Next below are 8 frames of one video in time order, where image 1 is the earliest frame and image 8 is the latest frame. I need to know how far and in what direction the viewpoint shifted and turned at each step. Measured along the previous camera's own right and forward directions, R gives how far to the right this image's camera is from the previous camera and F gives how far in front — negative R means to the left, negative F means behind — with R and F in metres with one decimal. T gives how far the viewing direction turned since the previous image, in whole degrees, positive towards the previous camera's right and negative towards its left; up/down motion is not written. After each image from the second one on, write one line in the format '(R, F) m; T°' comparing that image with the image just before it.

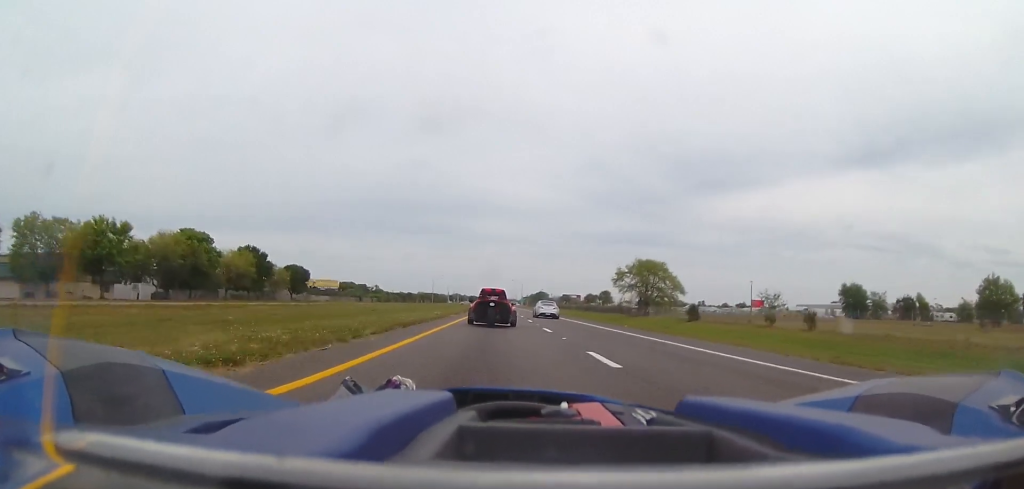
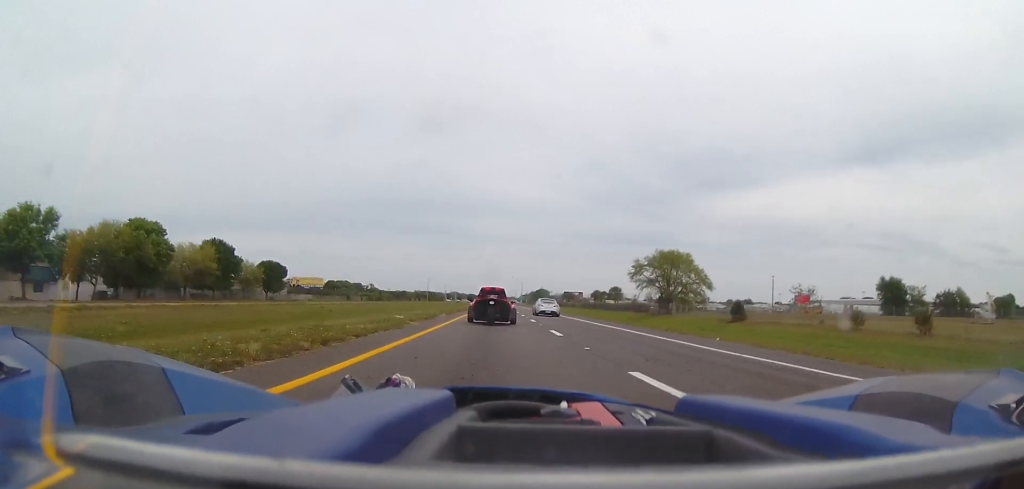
(-0.2, +16.4) m; 0°
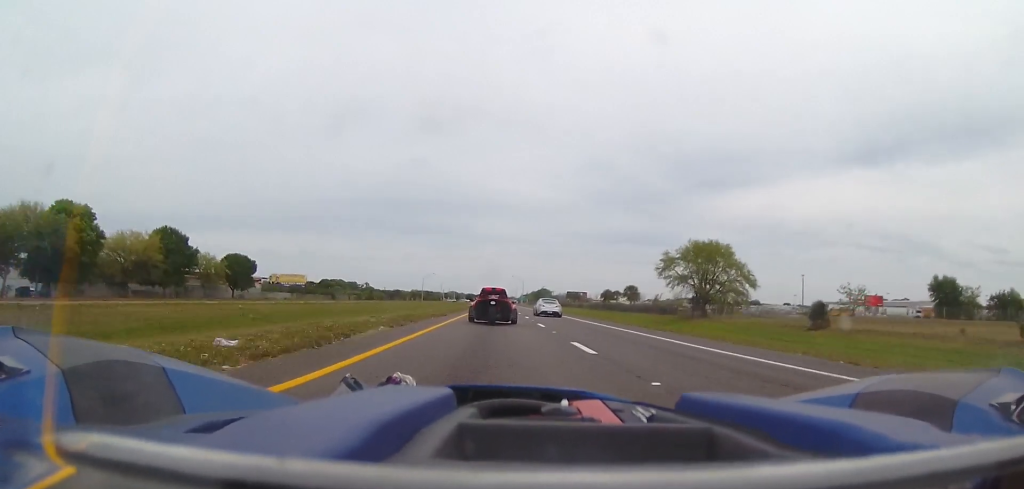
(-0.2, +18.4) m; 0°
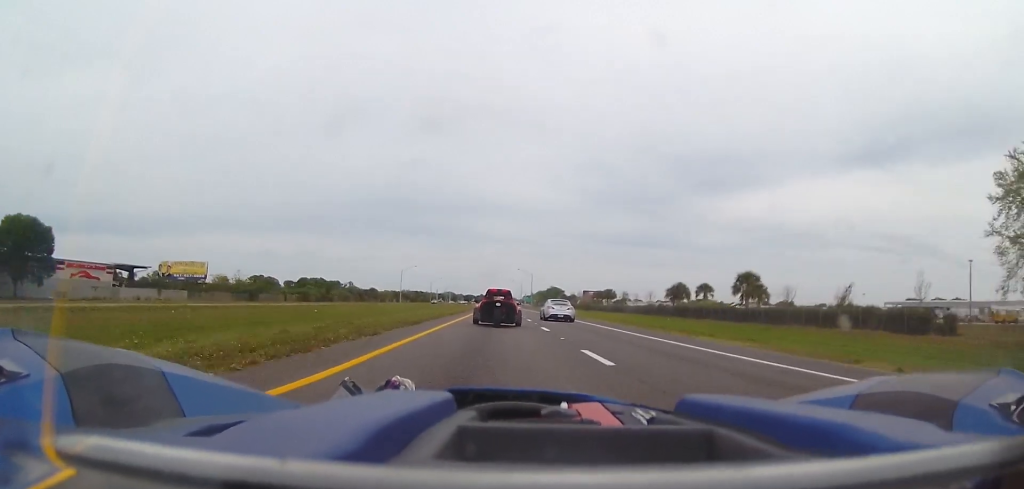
(0.0, +63.9) m; 0°
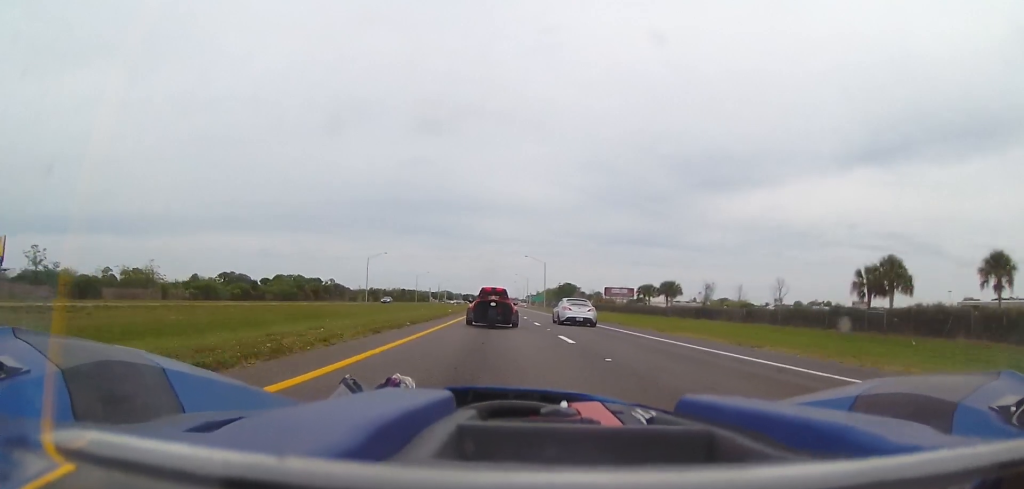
(0.0, +56.2) m; 0°
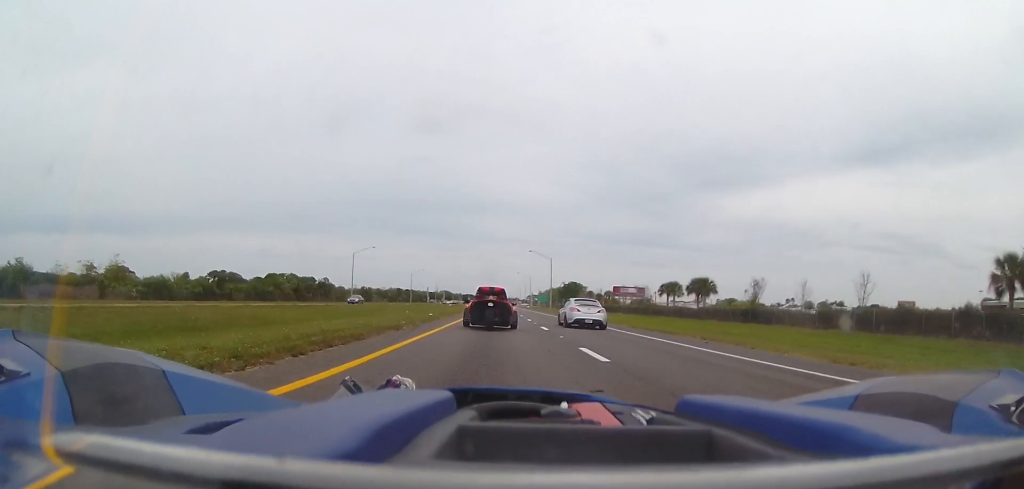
(0.0, +16.3) m; 0°
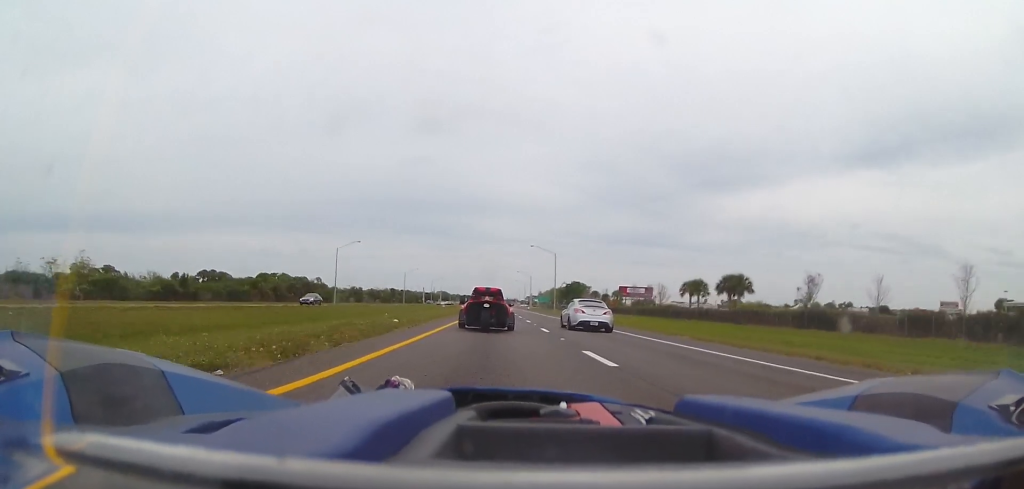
(0.0, +13.3) m; 0°
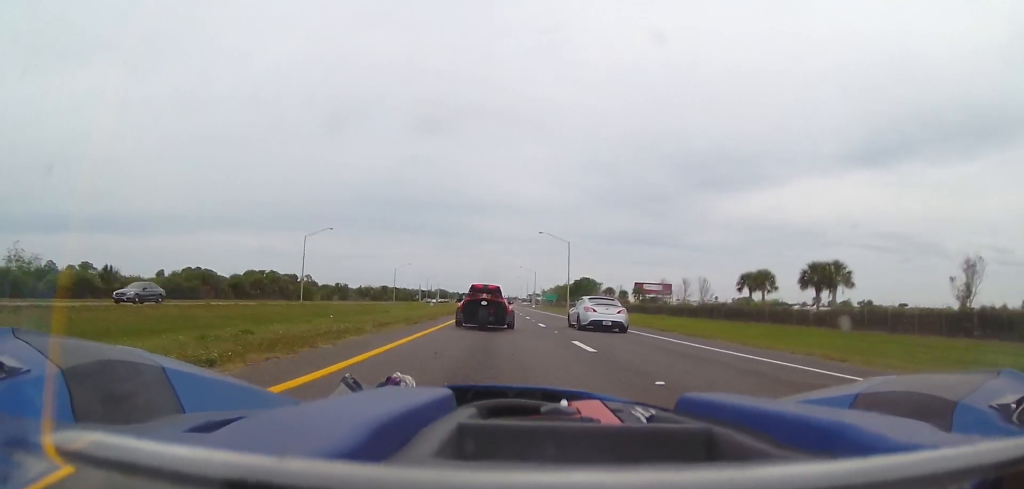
(0.0, +22.1) m; 0°
